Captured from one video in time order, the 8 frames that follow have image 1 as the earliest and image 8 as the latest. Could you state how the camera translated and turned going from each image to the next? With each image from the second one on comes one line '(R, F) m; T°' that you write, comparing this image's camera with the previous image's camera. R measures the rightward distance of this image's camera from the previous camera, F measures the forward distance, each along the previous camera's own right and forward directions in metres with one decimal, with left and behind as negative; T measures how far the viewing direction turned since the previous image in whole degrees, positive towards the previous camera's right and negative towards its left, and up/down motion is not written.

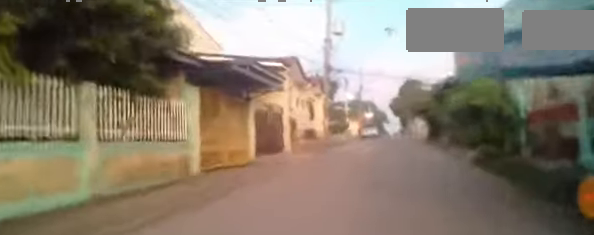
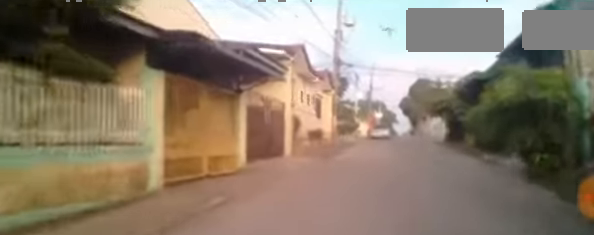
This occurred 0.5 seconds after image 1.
(+0.1, +1.9) m; +9°
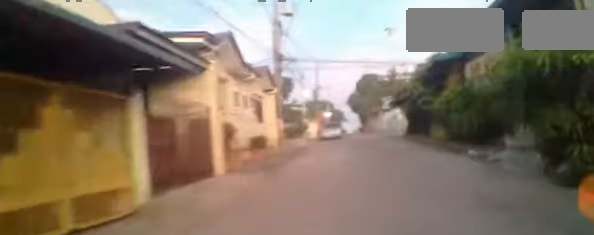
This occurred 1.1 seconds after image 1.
(+0.2, +2.3) m; +9°
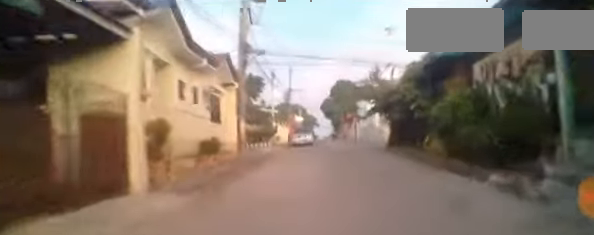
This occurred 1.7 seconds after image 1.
(+0.2, +2.6) m; +11°
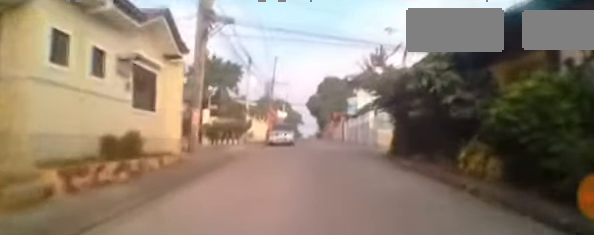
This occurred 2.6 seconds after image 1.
(+0.4, +3.8) m; +12°
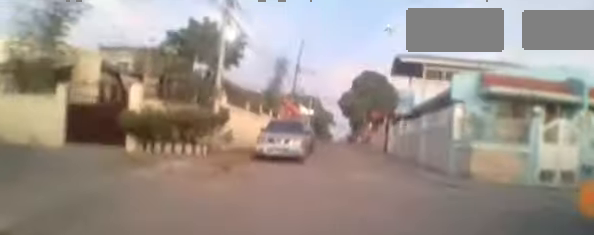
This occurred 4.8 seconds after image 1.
(+0.2, +10.5) m; -4°
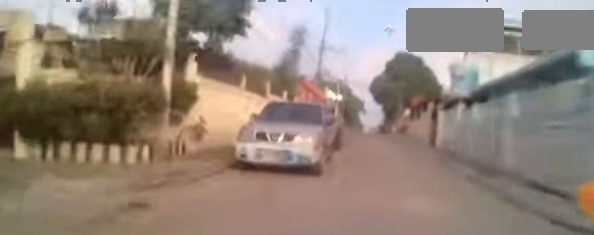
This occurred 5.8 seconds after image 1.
(-0.1, +5.8) m; -2°
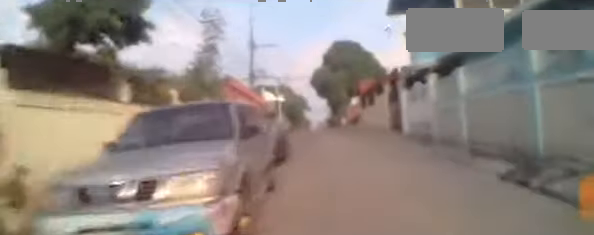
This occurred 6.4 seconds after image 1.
(0.0, +3.9) m; -1°
